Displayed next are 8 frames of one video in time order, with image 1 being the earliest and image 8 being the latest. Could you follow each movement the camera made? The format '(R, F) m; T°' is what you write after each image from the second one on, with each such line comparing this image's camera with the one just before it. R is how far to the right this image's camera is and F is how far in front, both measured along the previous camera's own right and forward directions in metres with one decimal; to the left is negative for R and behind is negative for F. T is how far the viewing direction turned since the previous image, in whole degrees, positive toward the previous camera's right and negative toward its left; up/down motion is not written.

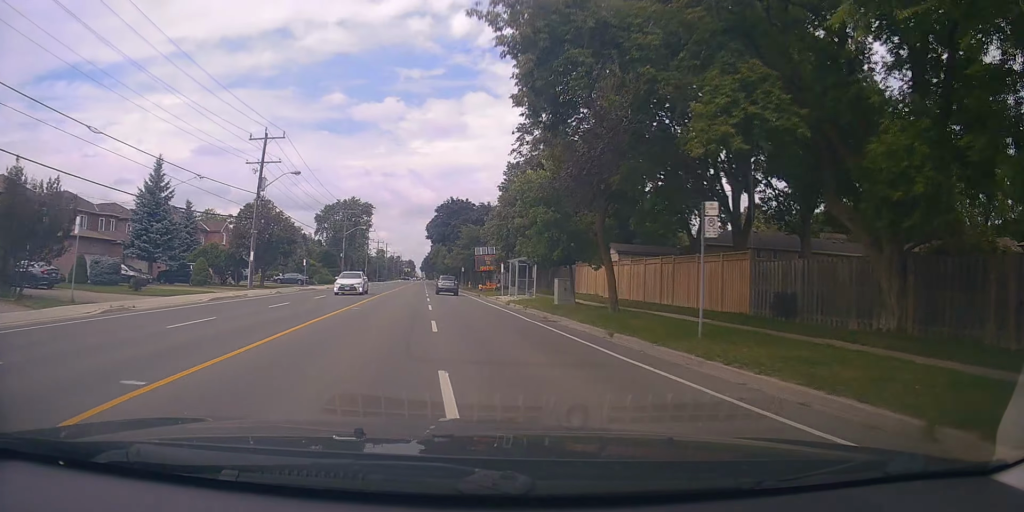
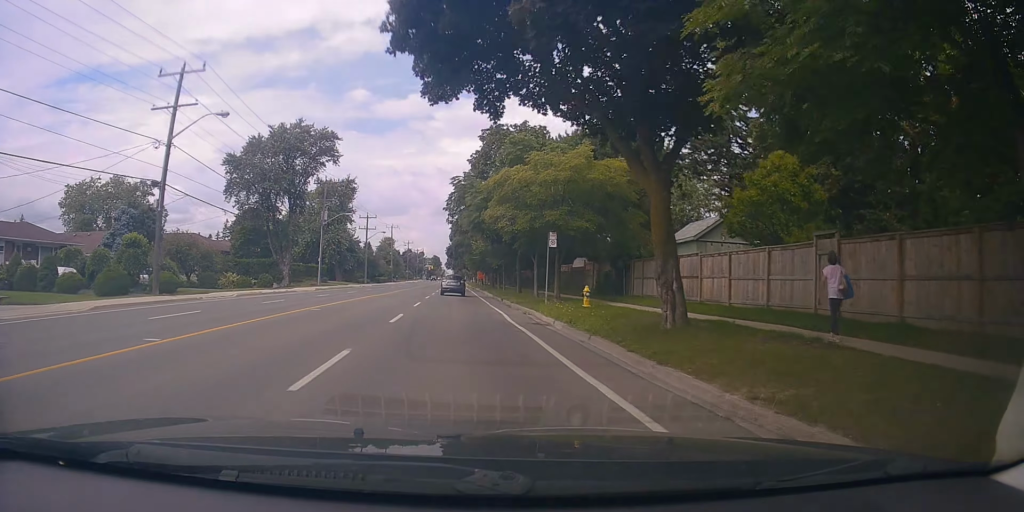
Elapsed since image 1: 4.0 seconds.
(+0.9, +62.7) m; -1°
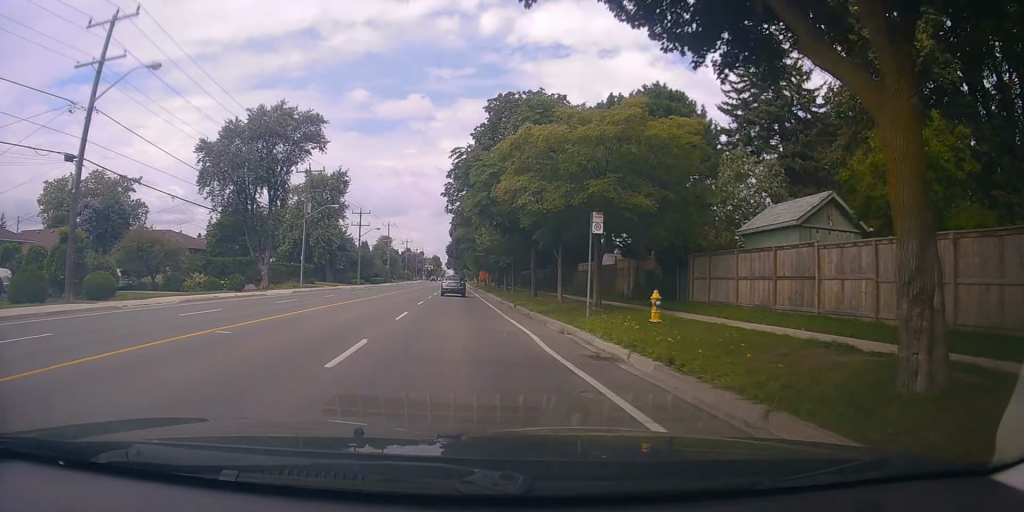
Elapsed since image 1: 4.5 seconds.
(-0.2, +7.5) m; -1°
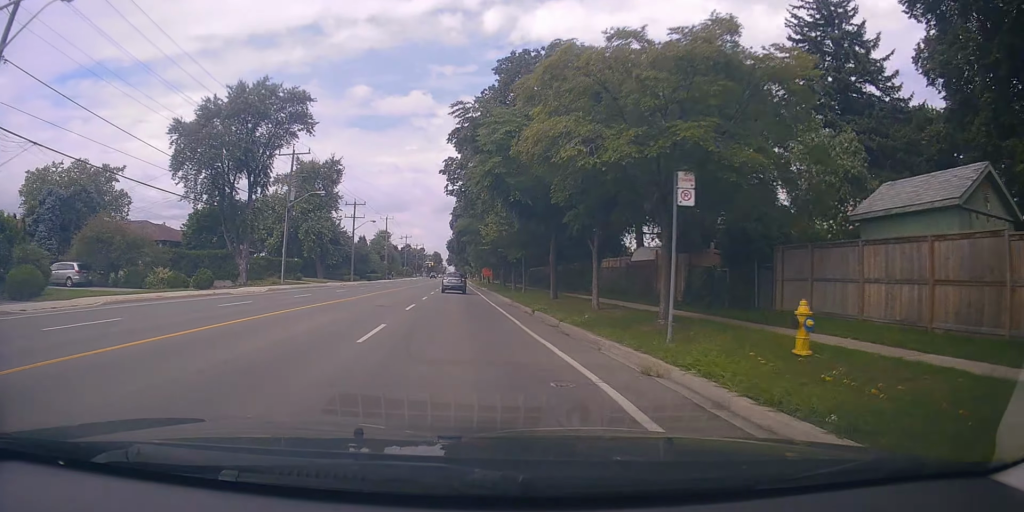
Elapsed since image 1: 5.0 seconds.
(-0.2, +6.5) m; 0°
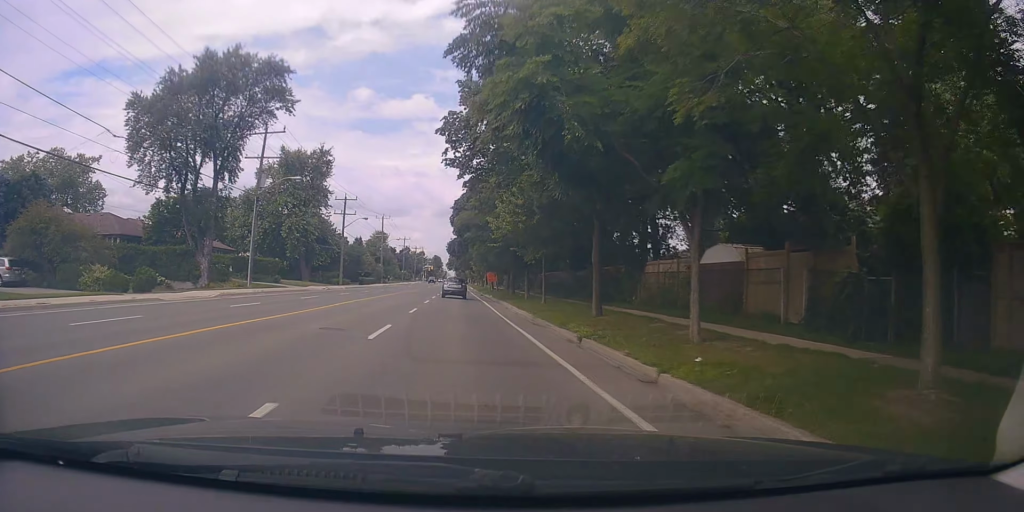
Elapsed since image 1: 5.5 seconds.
(0.0, +8.3) m; +1°
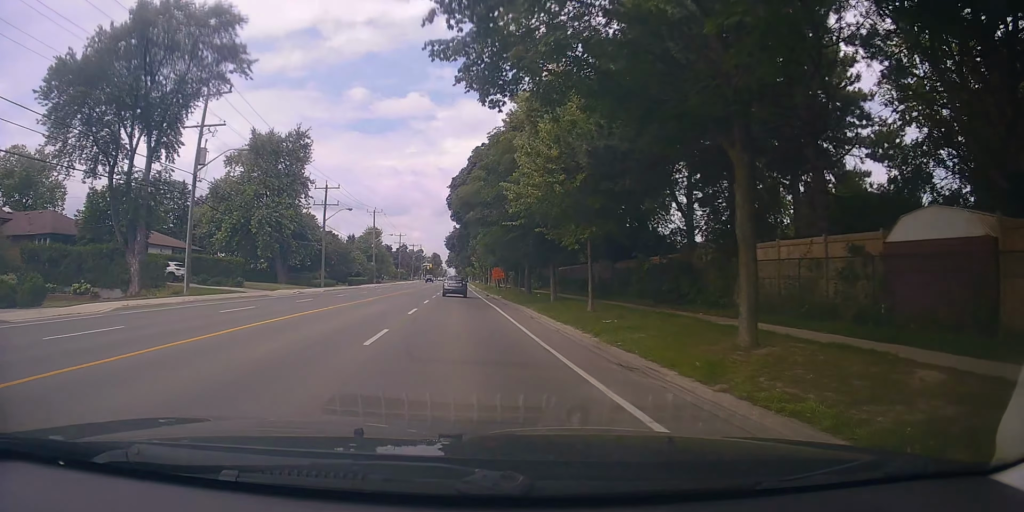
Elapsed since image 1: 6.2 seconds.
(+0.1, +10.1) m; +2°
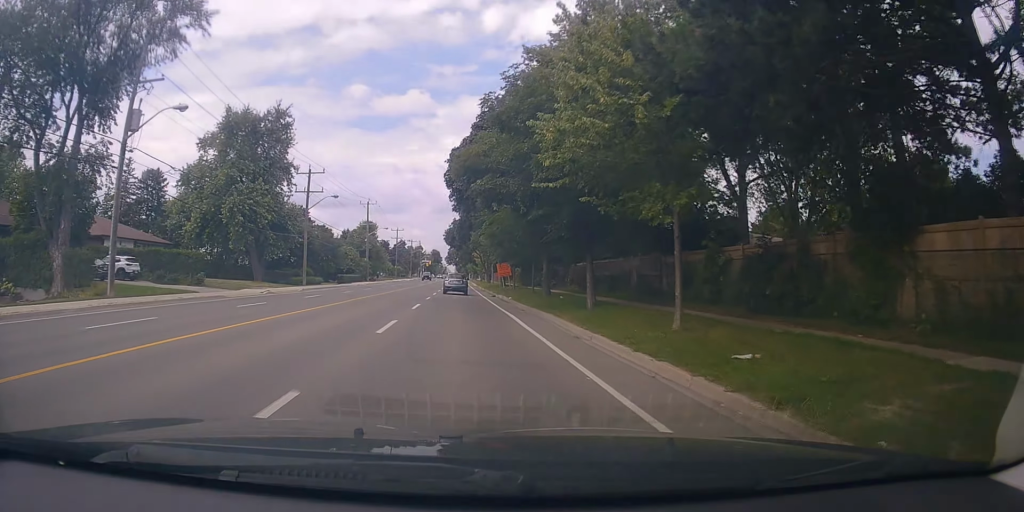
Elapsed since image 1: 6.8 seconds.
(+0.3, +7.6) m; -1°
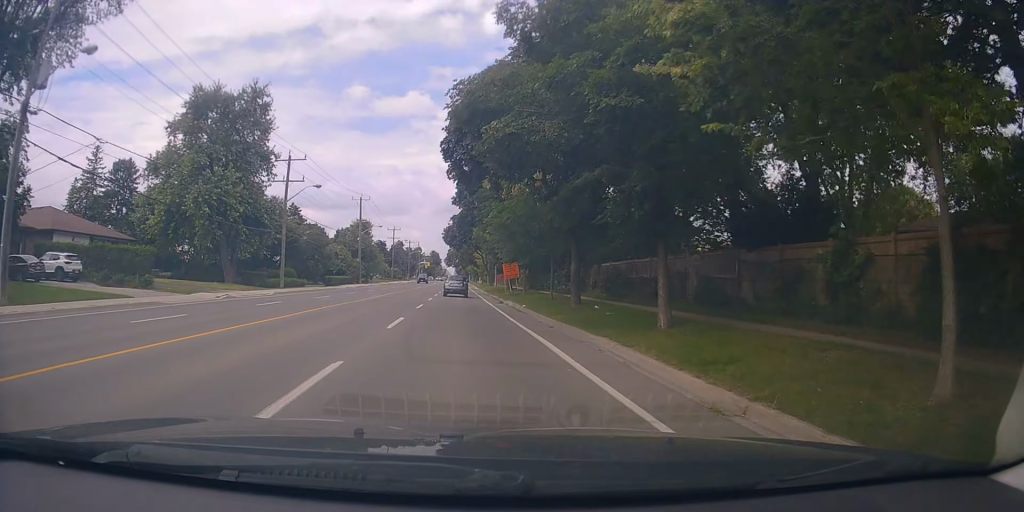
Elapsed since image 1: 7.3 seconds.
(+0.2, +7.1) m; -1°
